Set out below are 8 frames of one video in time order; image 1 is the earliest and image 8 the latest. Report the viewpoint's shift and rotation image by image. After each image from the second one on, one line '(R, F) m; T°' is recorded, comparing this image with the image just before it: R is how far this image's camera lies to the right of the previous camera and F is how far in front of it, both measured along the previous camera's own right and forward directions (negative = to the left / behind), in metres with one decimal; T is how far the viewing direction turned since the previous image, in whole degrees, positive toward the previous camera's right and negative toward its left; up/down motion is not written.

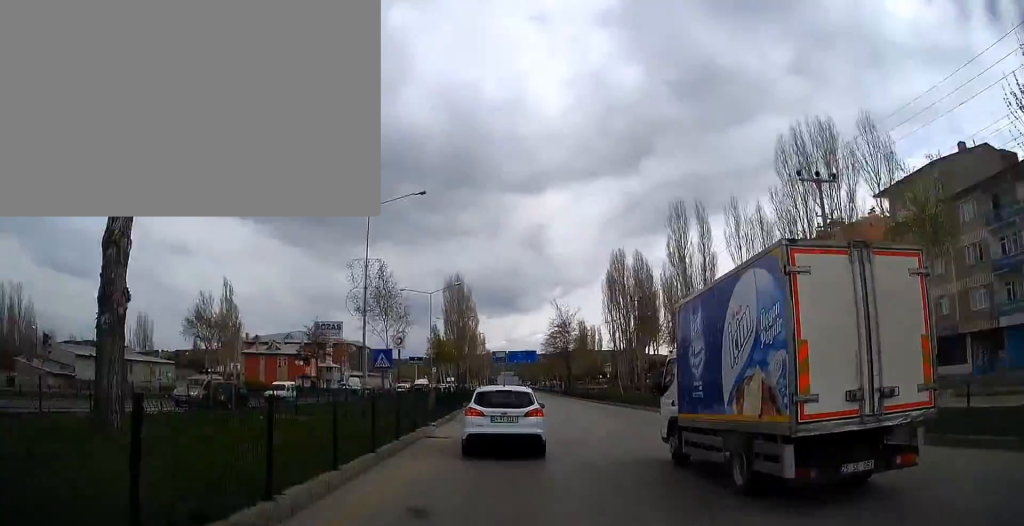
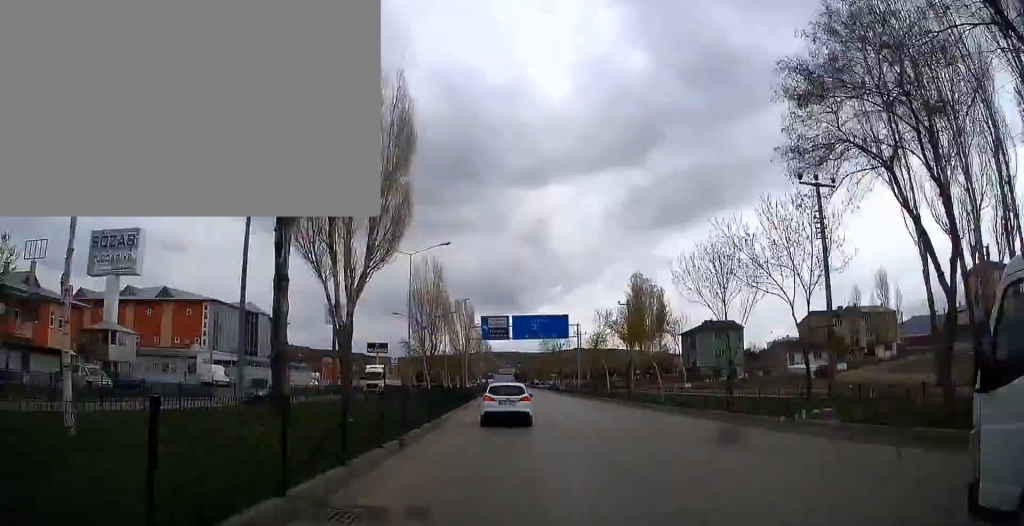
(-0.1, +61.9) m; 0°
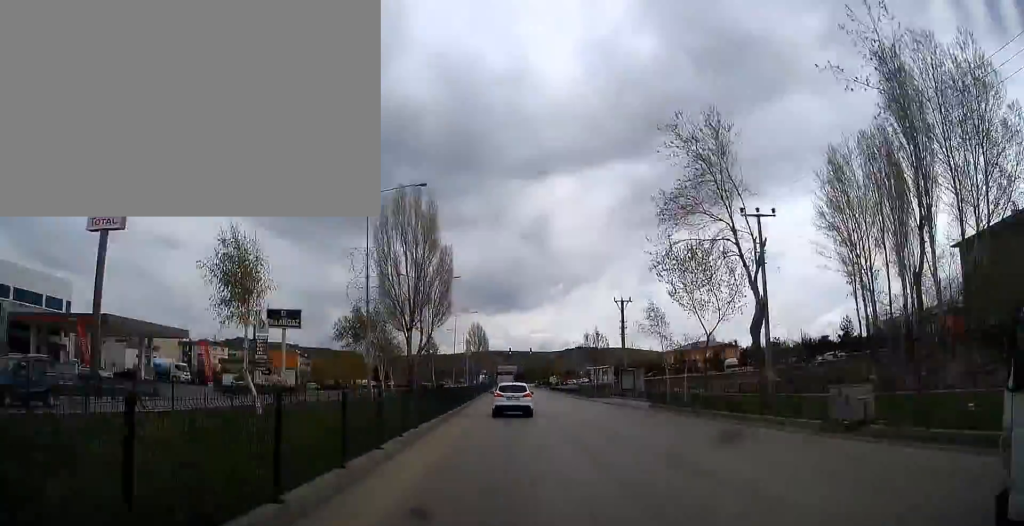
(-0.3, +64.8) m; 0°
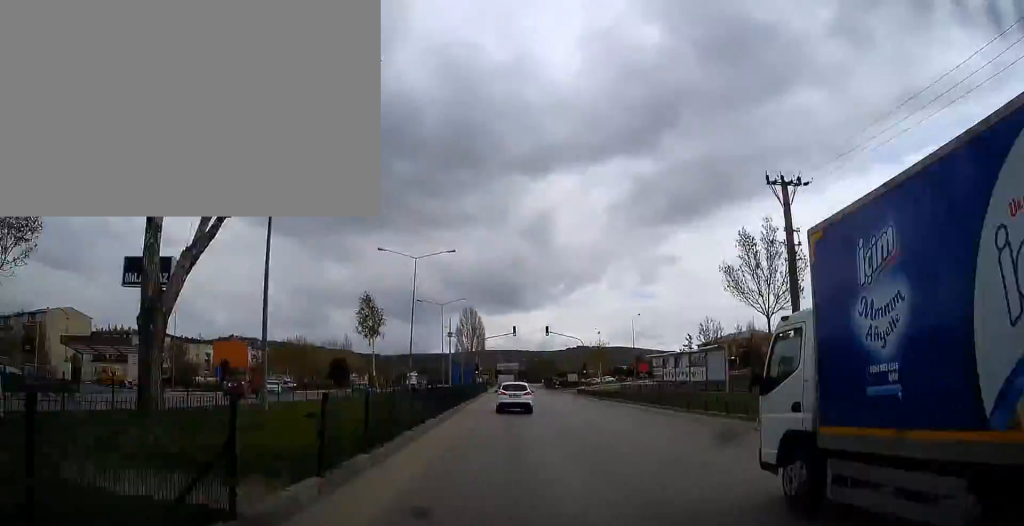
(-0.2, +37.5) m; 0°
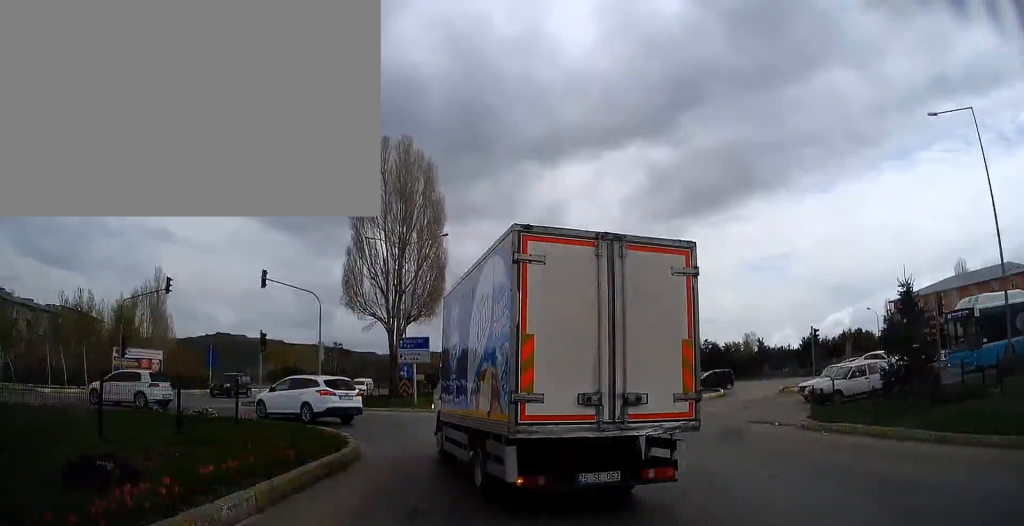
(+2.0, +125.1) m; +3°
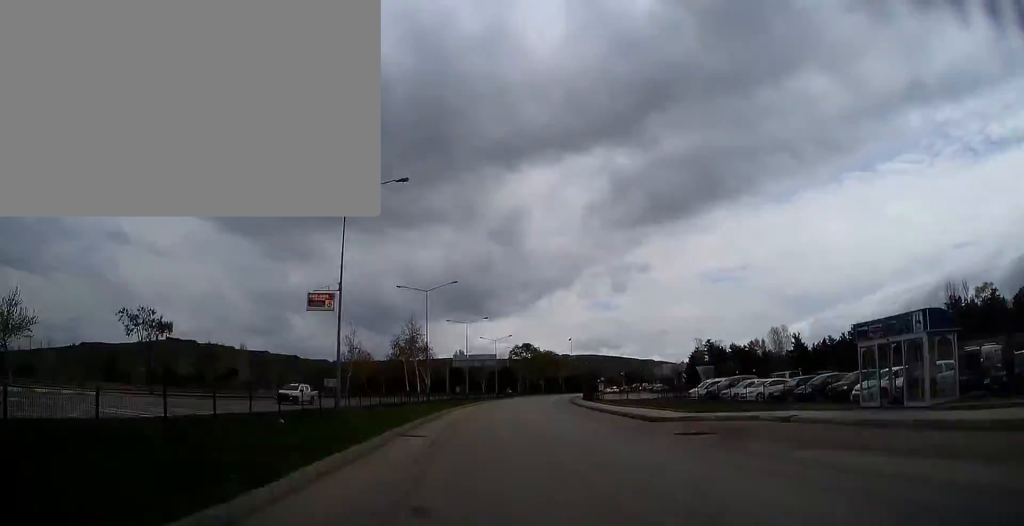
(+1.9, +76.5) m; +5°
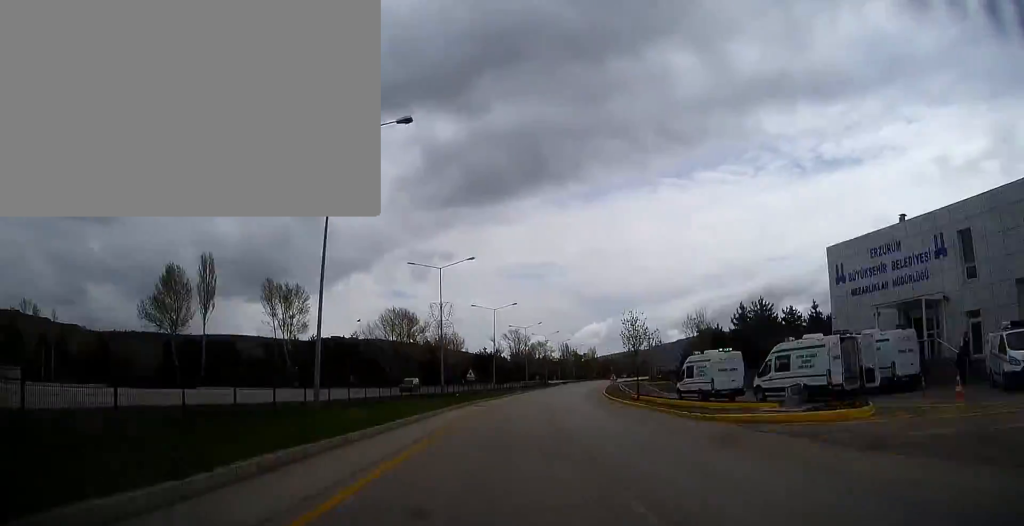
(+25.1, +182.9) m; +18°
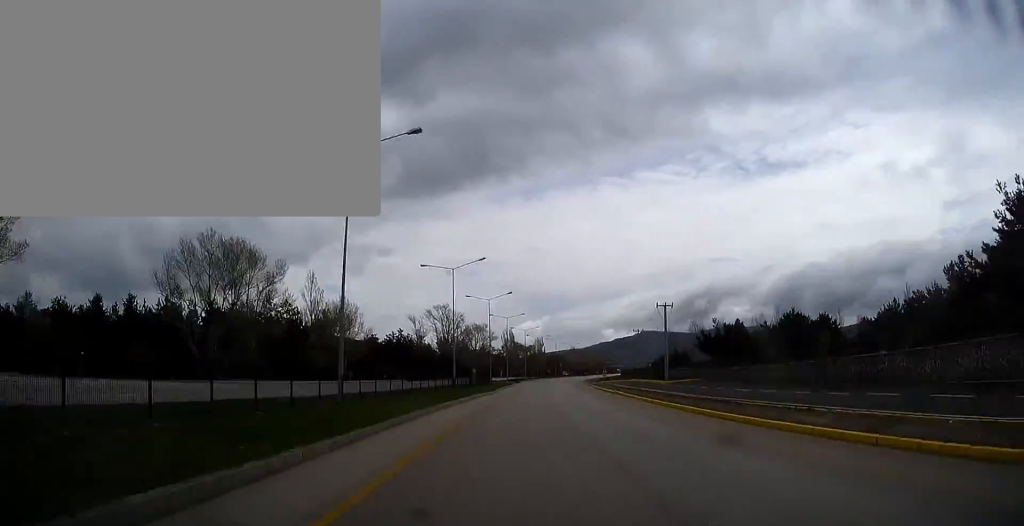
(+4.9, +53.8) m; +4°
